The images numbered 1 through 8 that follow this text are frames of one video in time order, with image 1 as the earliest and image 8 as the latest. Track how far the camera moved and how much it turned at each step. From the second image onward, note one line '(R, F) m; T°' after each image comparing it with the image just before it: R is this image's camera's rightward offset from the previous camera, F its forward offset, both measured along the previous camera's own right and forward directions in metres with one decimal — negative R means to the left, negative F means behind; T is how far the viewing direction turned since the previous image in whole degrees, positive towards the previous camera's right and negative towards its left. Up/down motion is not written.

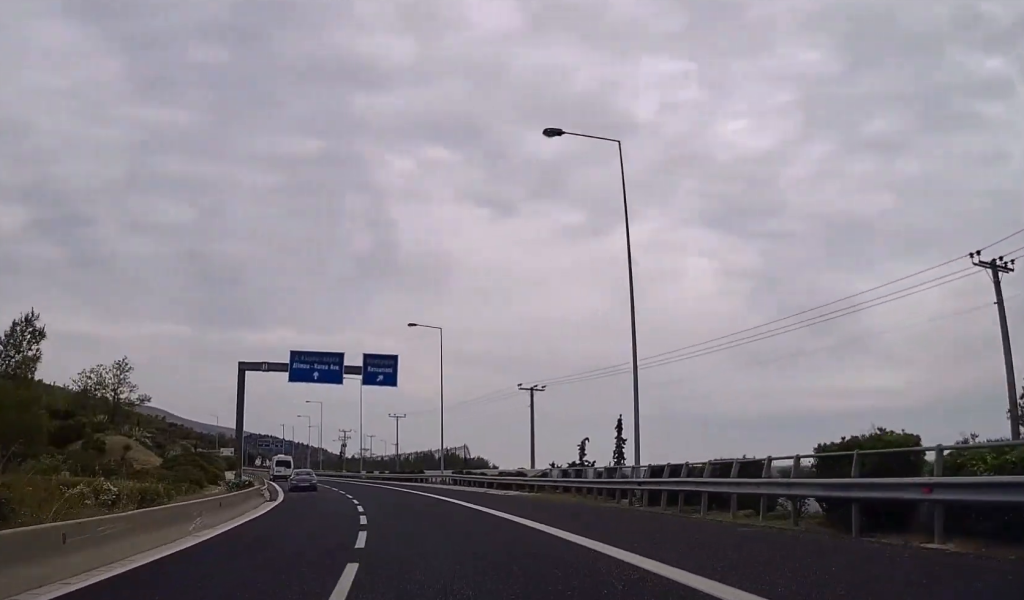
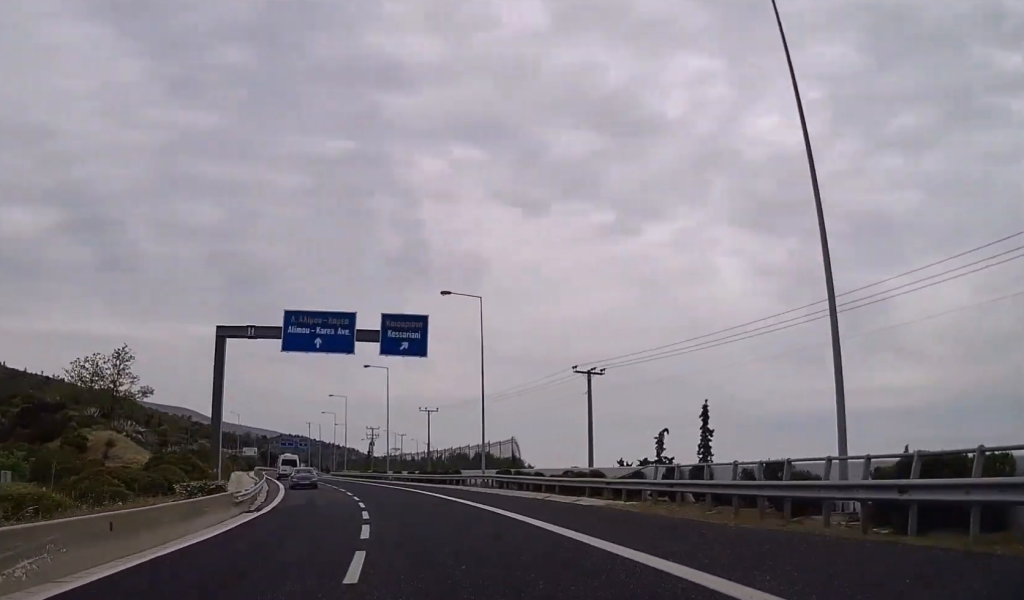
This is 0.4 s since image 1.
(-0.2, +10.9) m; -2°
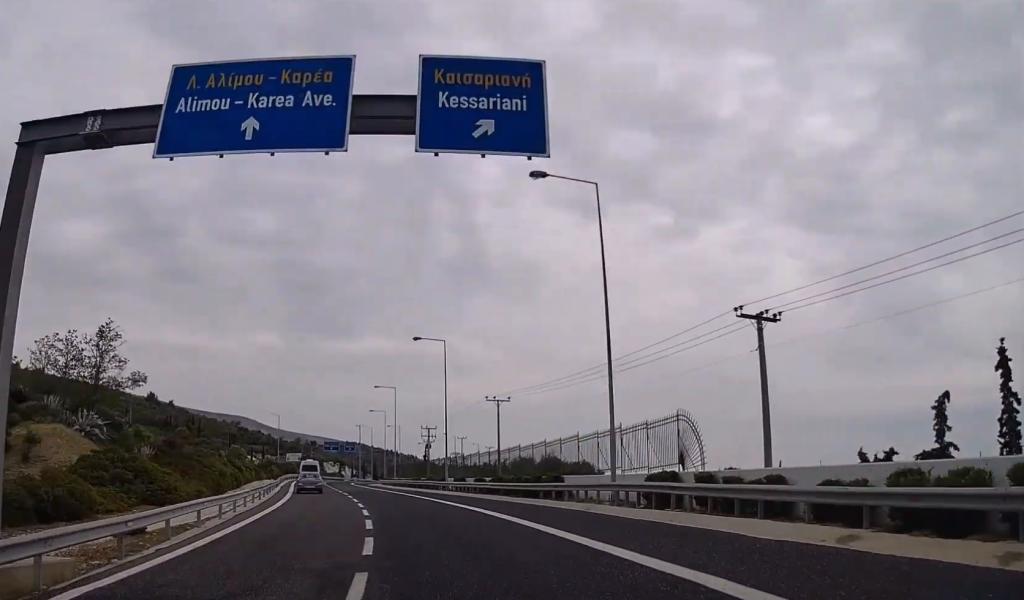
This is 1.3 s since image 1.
(-0.7, +20.9) m; -4°
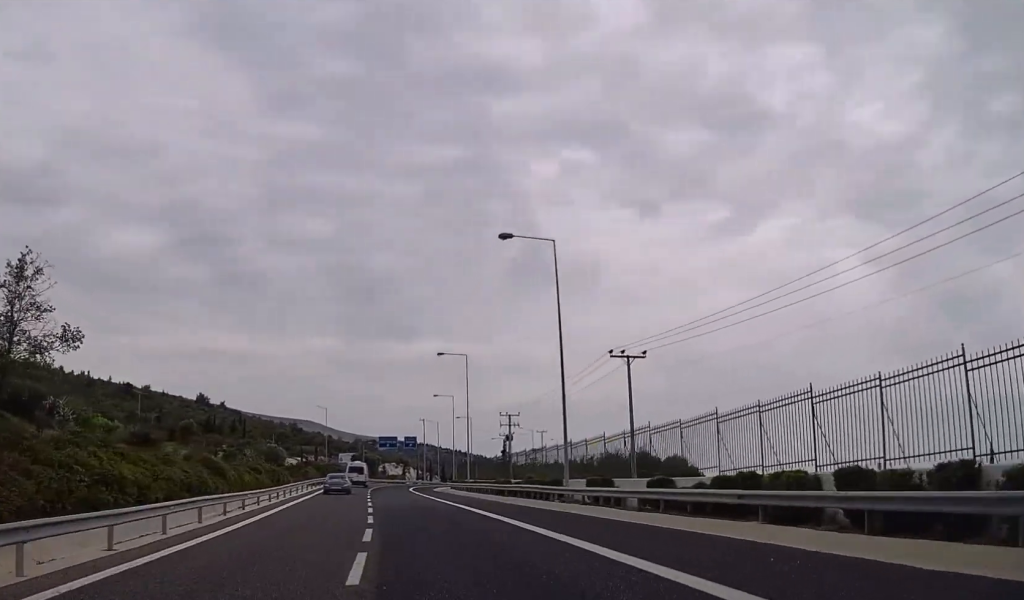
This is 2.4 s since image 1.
(-1.2, +27.5) m; -5°
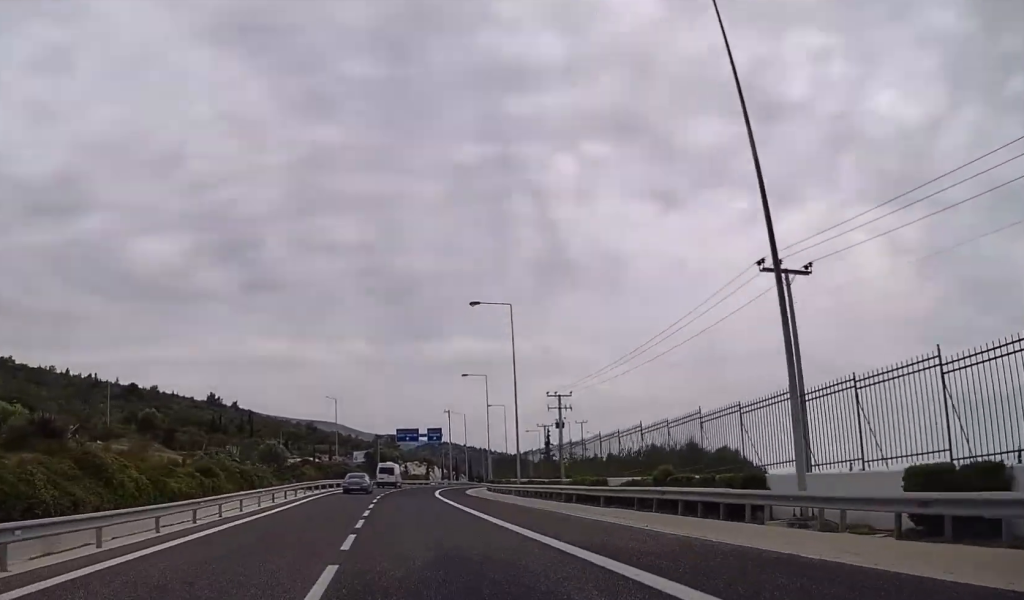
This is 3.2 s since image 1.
(-0.8, +20.7) m; -3°
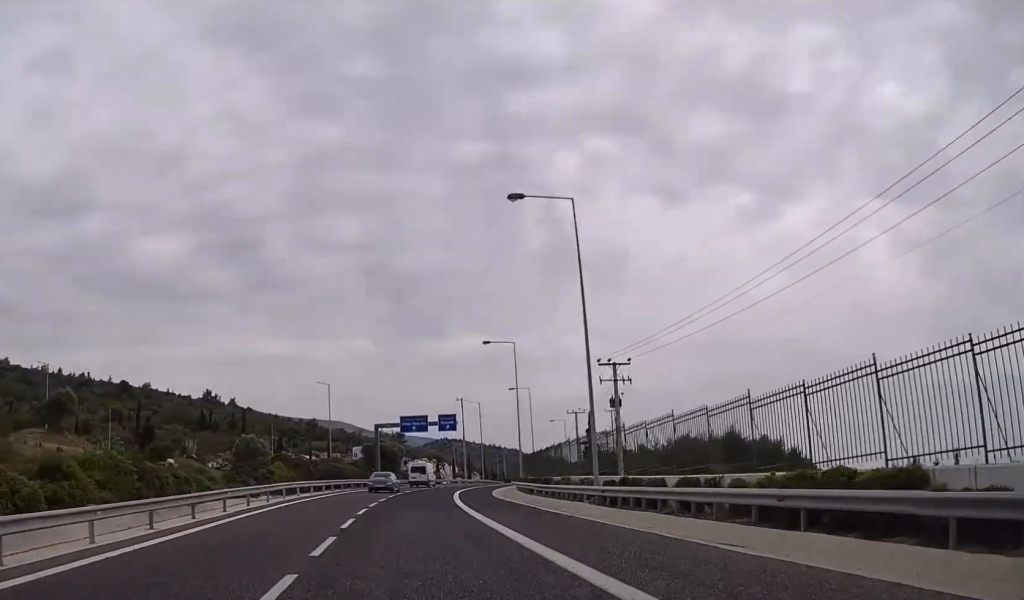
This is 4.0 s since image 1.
(-0.5, +18.9) m; -2°
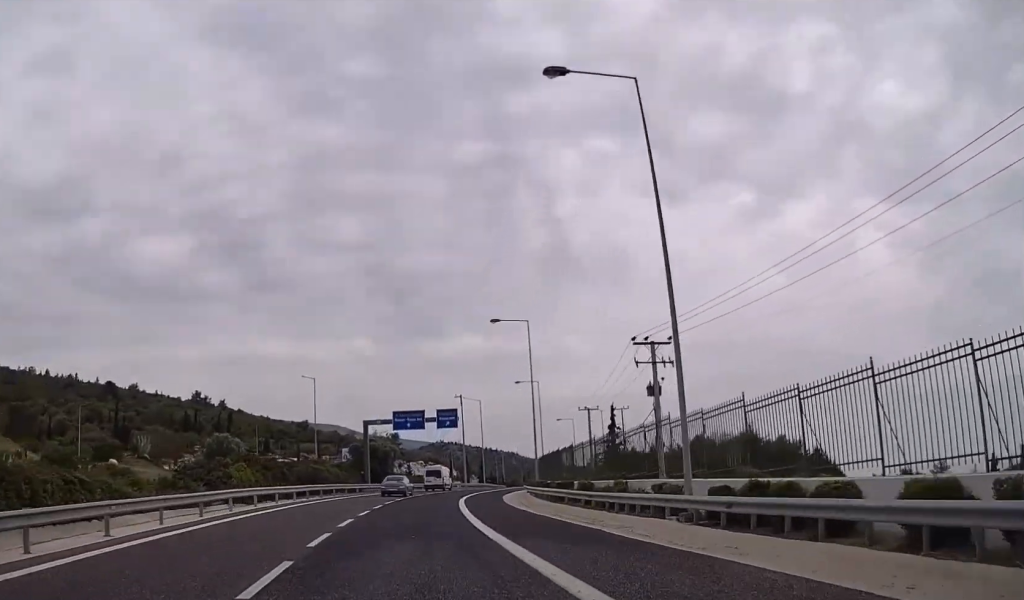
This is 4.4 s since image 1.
(-0.2, +10.6) m; -1°
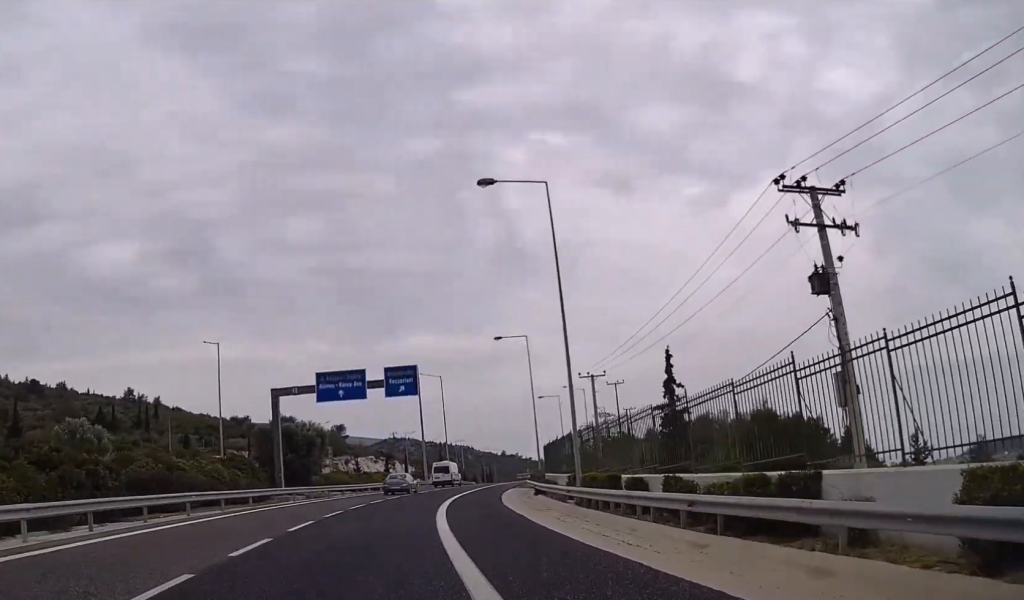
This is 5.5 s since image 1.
(-0.1, +25.8) m; +1°
